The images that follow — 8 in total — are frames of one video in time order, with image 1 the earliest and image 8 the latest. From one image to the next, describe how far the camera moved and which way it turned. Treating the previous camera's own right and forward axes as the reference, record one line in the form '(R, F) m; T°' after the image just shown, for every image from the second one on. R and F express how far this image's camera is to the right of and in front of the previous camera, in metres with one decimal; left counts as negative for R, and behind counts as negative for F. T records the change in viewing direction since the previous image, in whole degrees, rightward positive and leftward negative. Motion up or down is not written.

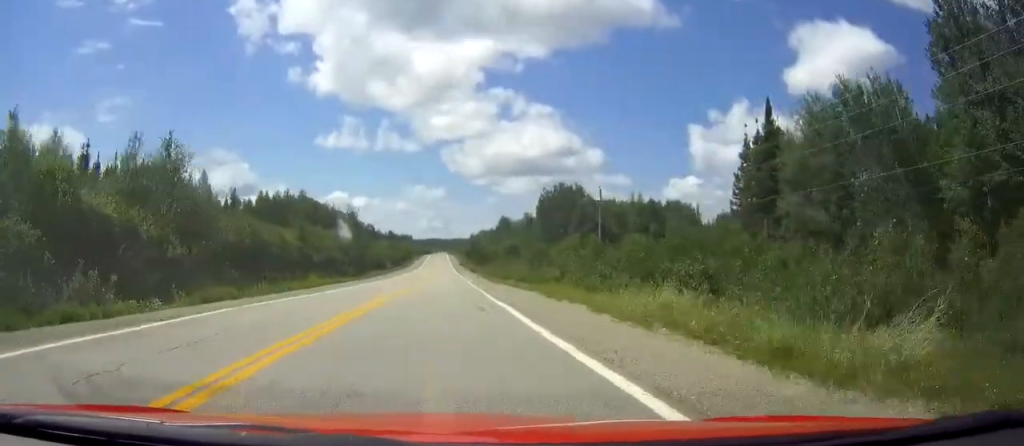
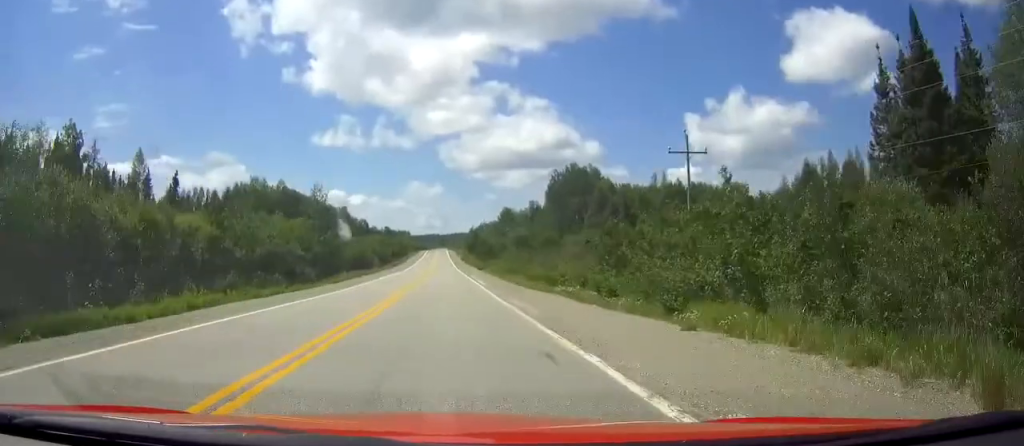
(-0.1, +23.3) m; 0°
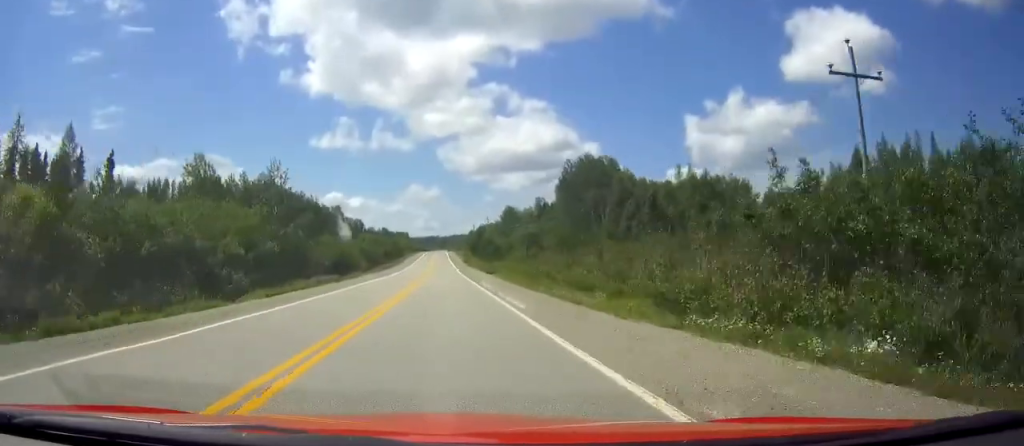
(0.0, +17.9) m; 0°
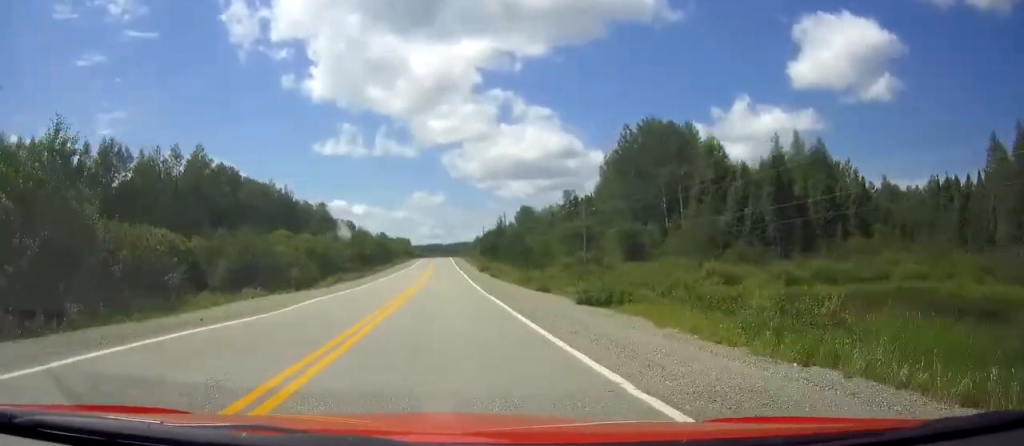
(-0.4, +45.2) m; -1°
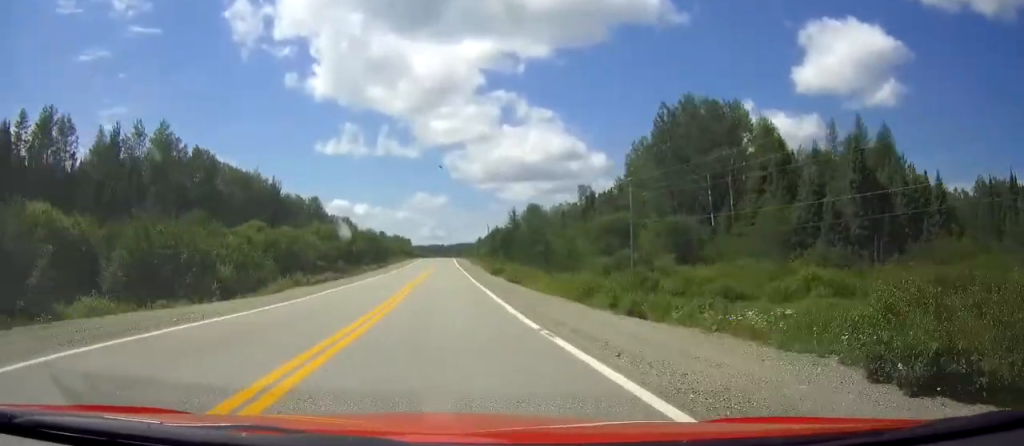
(+0.1, +16.7) m; 0°
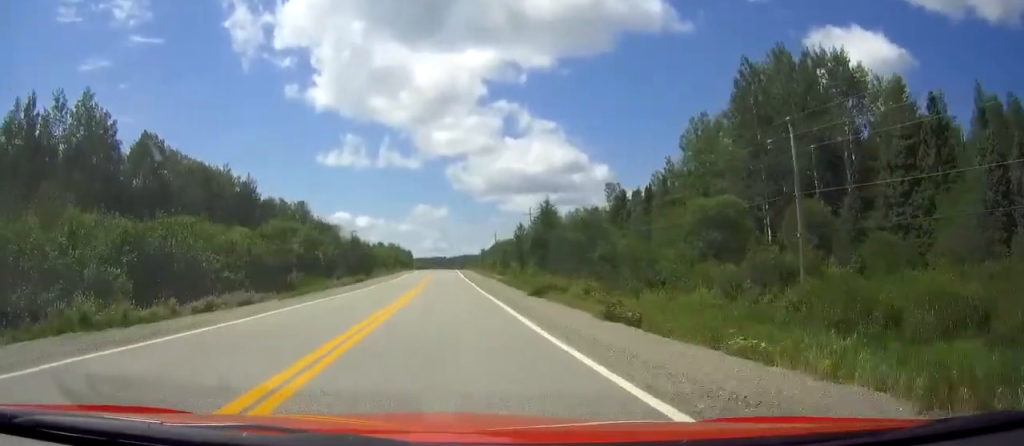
(0.0, +25.1) m; 0°
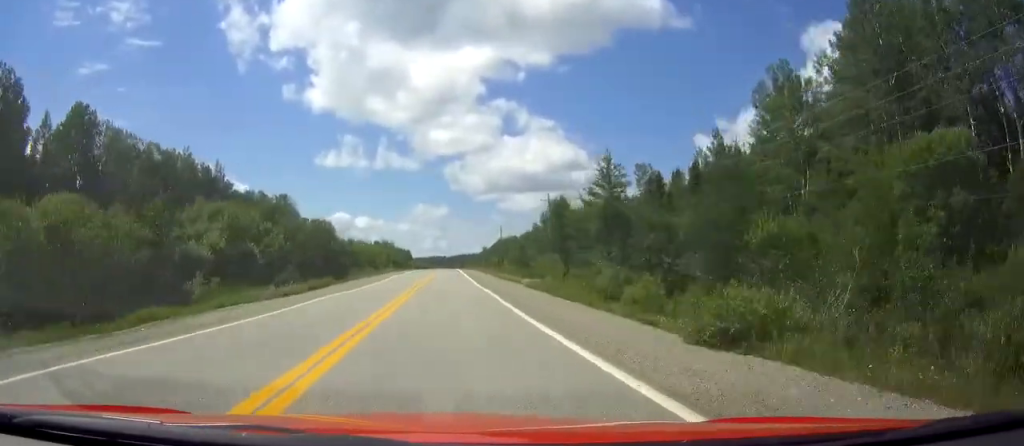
(0.0, +21.9) m; 0°
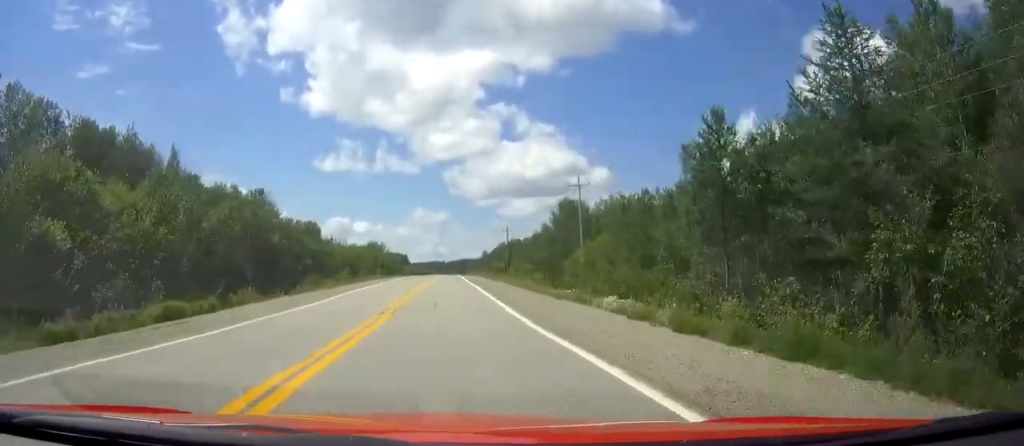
(+0.1, +22.9) m; 0°
